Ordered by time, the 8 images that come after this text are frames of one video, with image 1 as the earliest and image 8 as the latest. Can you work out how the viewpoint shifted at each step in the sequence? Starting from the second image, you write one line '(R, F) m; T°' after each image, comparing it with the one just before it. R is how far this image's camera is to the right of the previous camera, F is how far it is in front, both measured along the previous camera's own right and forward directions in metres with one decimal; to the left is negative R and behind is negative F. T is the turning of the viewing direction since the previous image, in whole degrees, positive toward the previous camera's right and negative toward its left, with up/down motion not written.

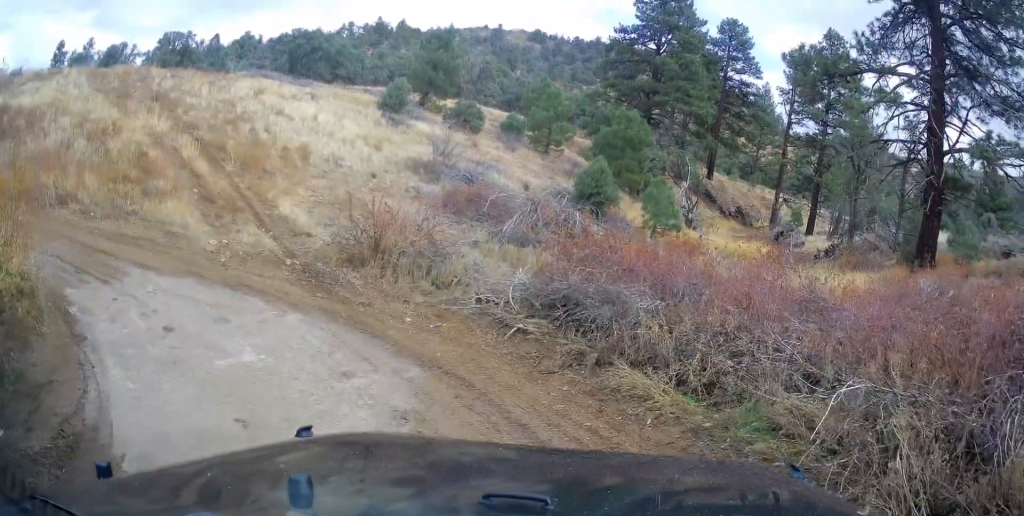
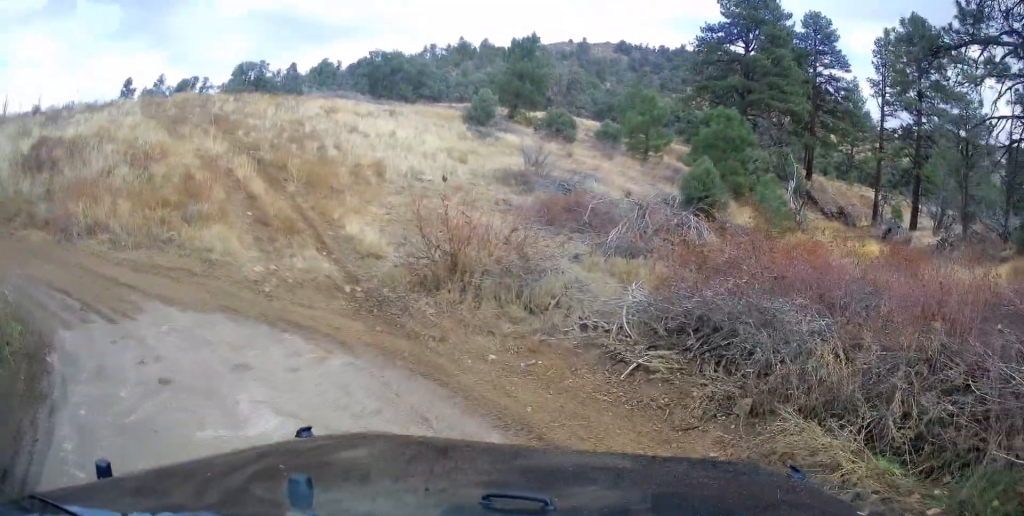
(-0.5, +2.3) m; -14°
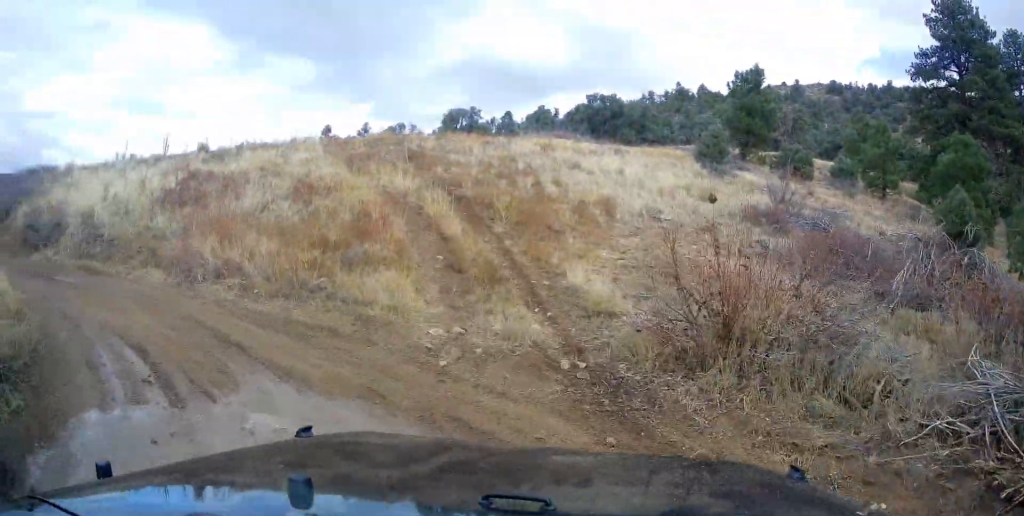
(-0.4, +3.7) m; -30°
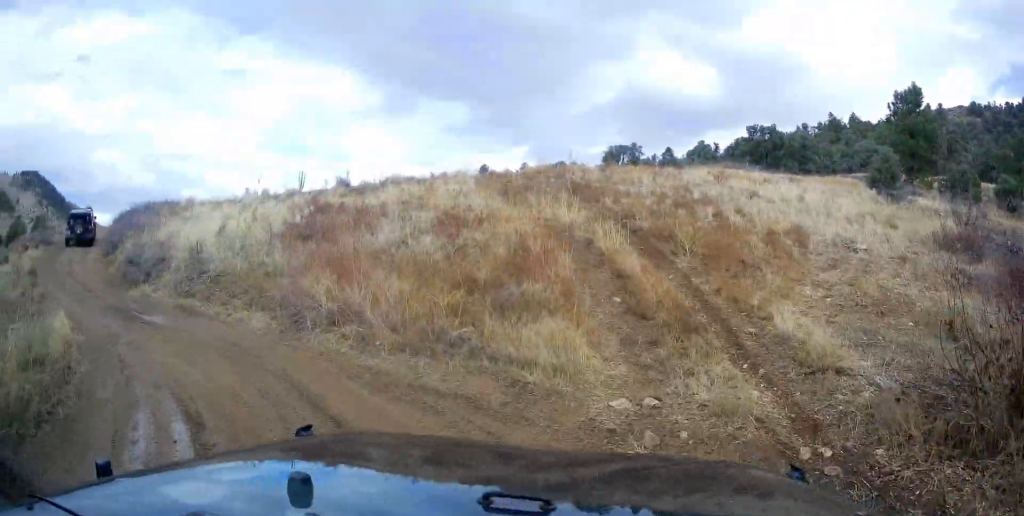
(-0.8, +2.2) m; -21°
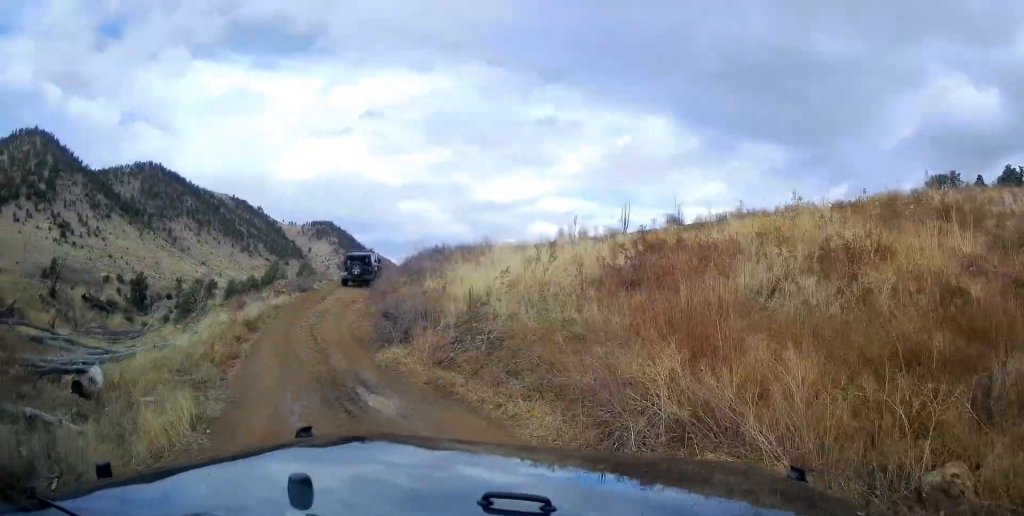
(-0.8, +4.5) m; -24°
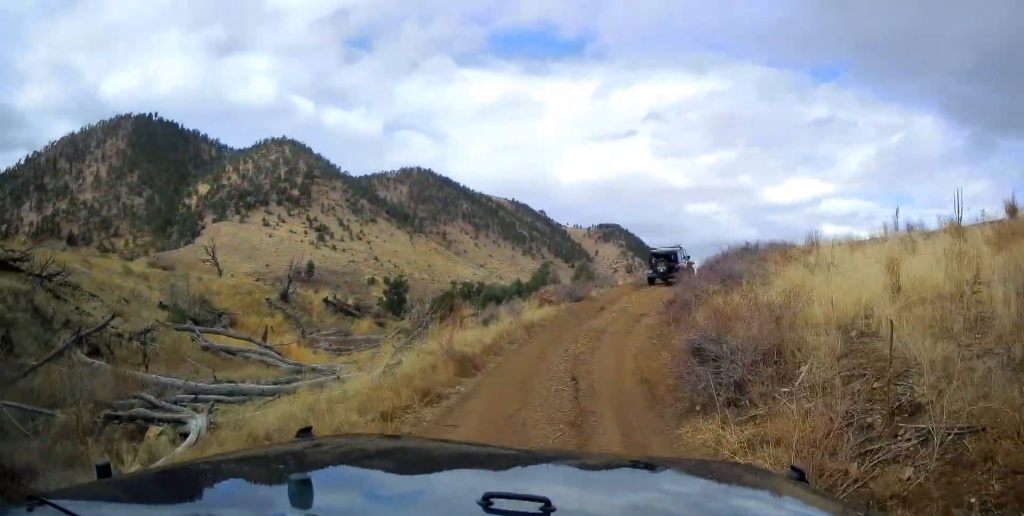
(-1.7, +6.2) m; -19°
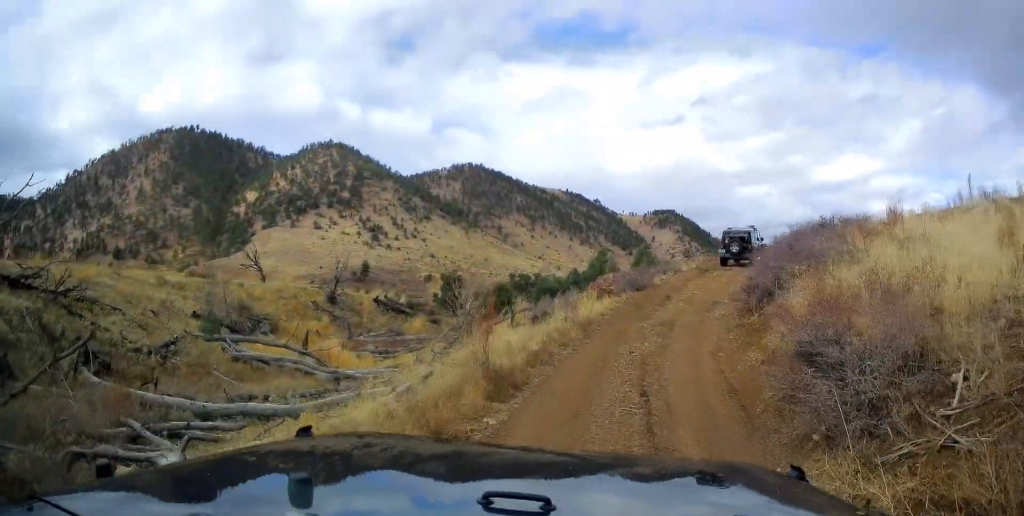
(-0.1, +2.3) m; -3°
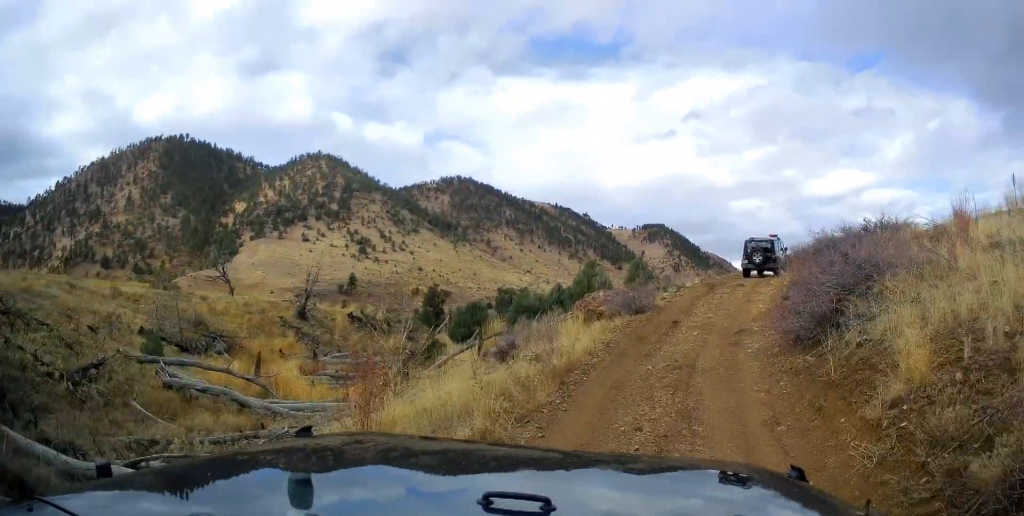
(0.0, +4.5) m; -3°
